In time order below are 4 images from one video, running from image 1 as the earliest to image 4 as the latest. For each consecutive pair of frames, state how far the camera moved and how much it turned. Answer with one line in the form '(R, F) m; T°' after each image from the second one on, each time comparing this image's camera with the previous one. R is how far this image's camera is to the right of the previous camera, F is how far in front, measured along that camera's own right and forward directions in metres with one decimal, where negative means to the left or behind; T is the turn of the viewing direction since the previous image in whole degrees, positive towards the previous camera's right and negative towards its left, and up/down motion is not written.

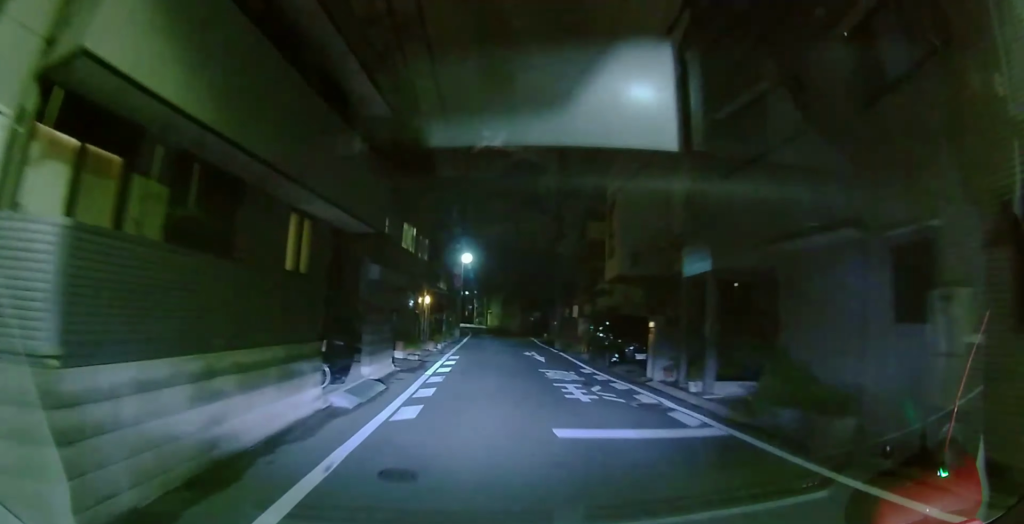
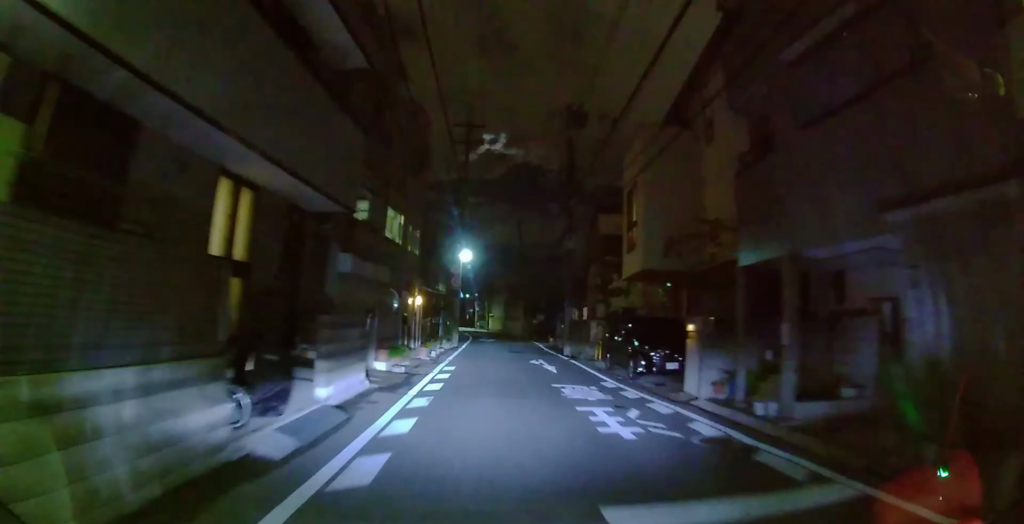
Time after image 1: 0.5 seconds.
(0.0, +2.2) m; +1°
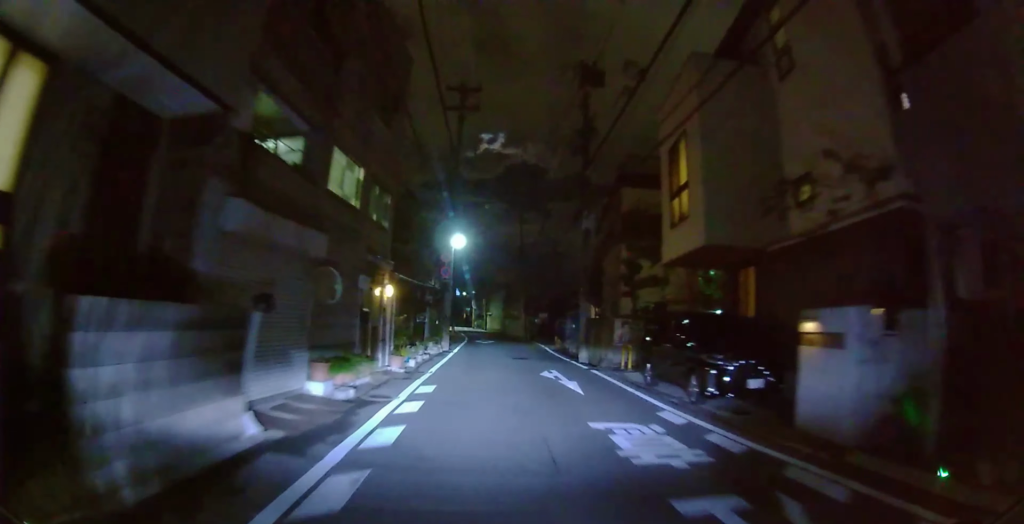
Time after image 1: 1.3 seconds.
(+0.1, +3.9) m; +1°
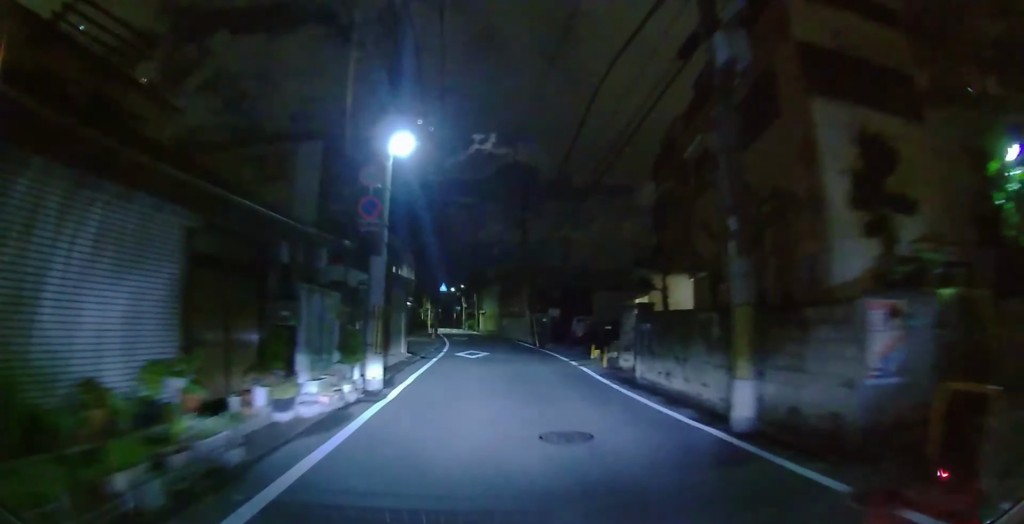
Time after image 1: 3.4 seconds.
(+0.1, +12.0) m; -2°
